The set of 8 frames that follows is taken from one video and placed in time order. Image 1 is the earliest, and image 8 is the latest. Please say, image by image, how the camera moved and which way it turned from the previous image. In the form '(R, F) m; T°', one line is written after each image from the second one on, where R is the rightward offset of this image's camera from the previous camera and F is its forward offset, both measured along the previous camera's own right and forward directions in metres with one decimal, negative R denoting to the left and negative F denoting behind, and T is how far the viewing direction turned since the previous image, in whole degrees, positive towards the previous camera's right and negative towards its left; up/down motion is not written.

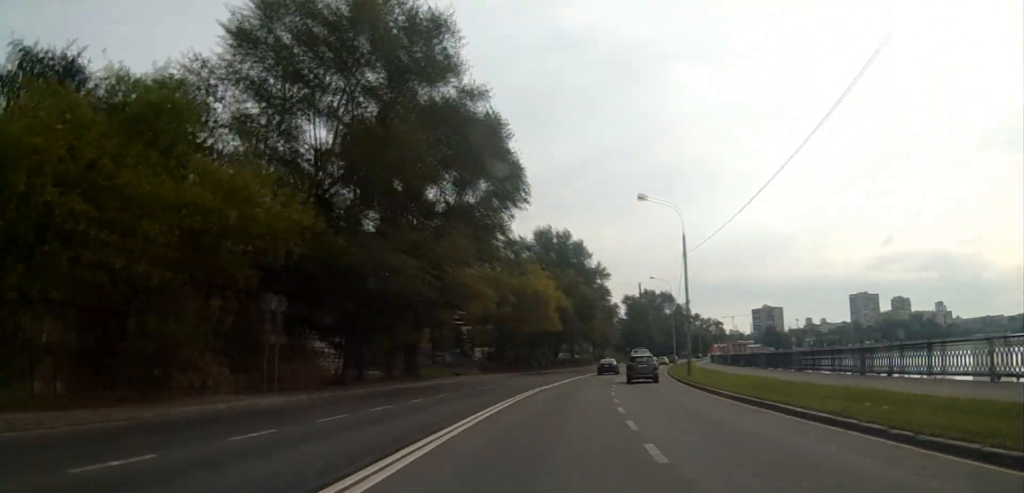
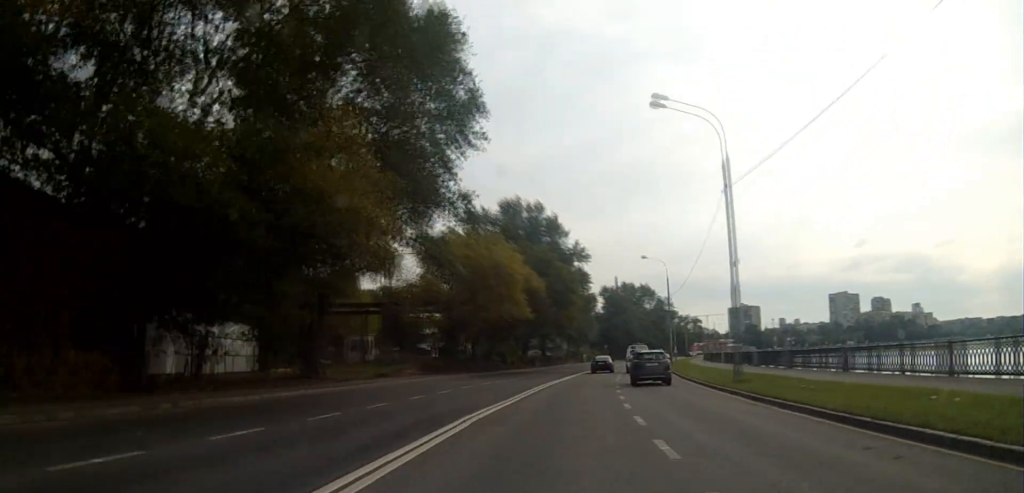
(-0.1, +15.7) m; +2°
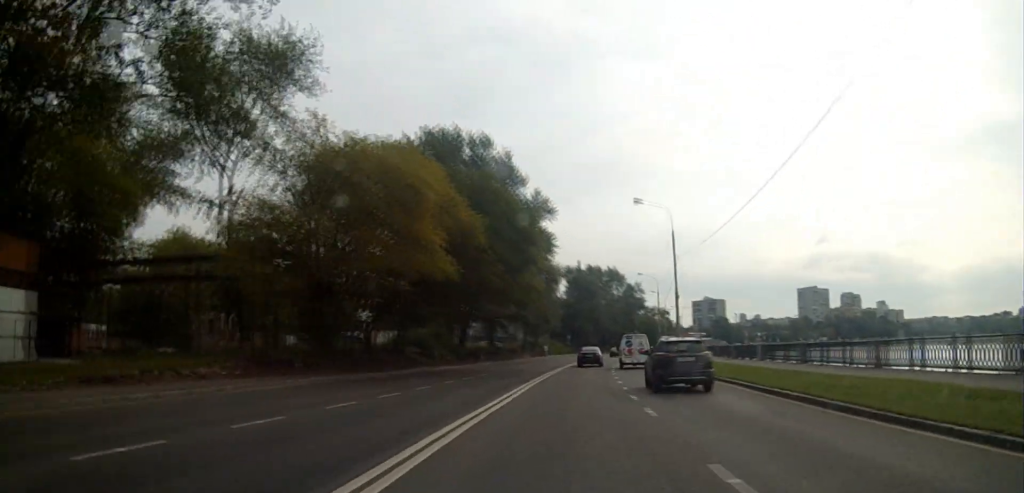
(+0.6, +22.4) m; +4°
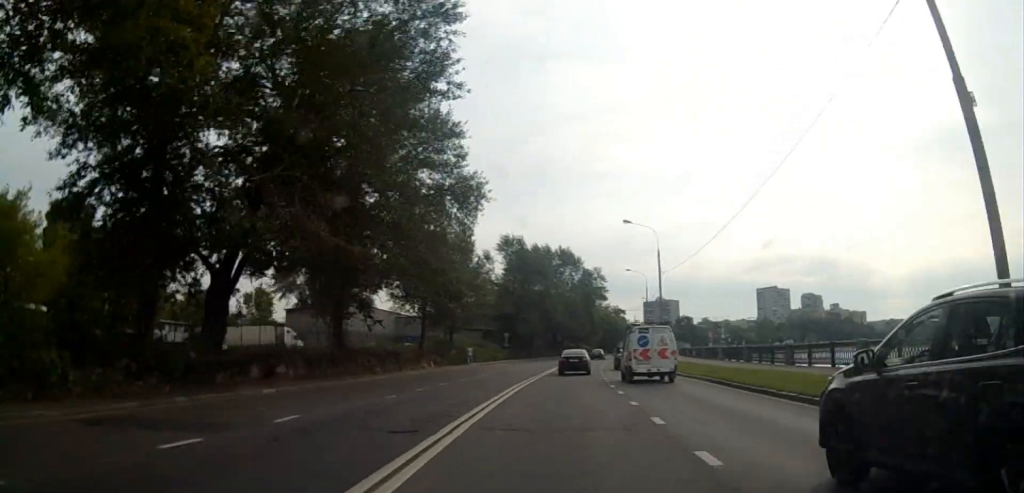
(+2.5, +36.7) m; +6°
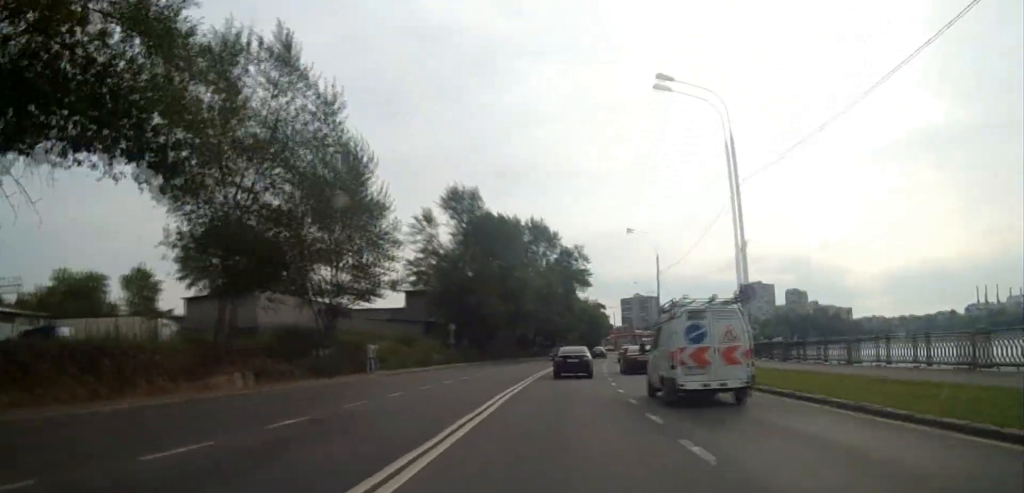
(+0.2, +26.1) m; +3°
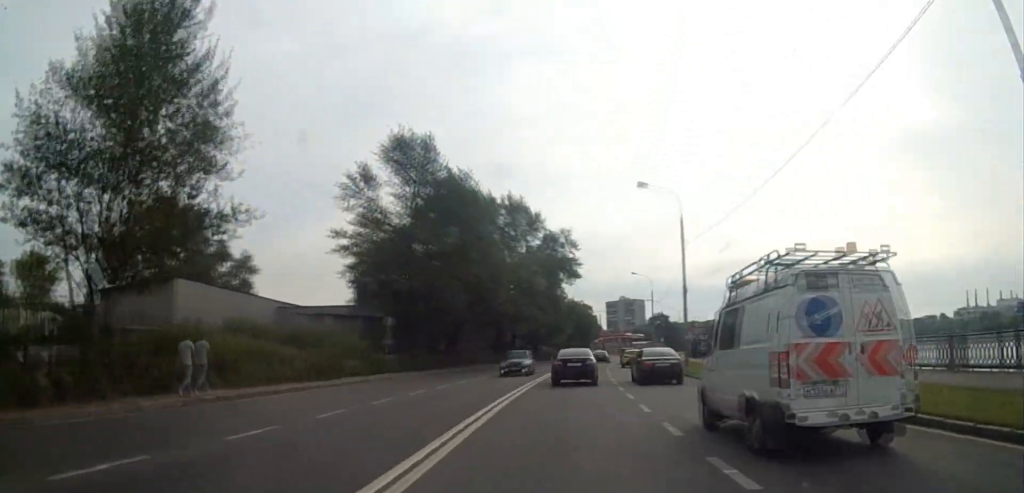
(+0.6, +17.5) m; +2°
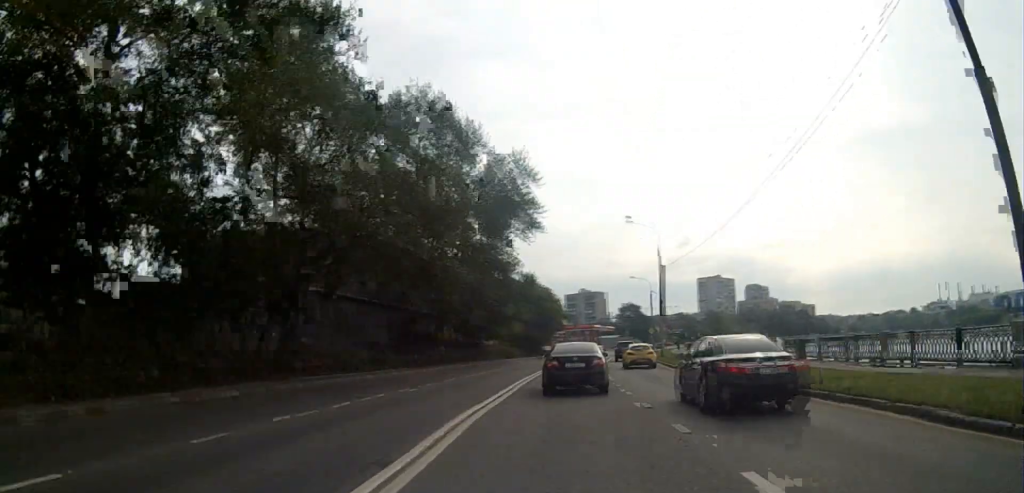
(+0.8, +33.7) m; +1°
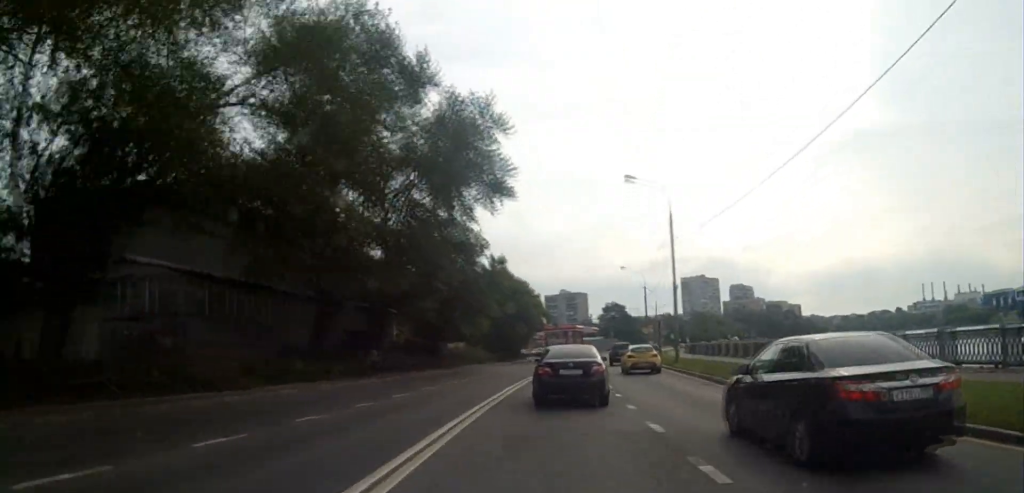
(0.0, +14.8) m; +1°
